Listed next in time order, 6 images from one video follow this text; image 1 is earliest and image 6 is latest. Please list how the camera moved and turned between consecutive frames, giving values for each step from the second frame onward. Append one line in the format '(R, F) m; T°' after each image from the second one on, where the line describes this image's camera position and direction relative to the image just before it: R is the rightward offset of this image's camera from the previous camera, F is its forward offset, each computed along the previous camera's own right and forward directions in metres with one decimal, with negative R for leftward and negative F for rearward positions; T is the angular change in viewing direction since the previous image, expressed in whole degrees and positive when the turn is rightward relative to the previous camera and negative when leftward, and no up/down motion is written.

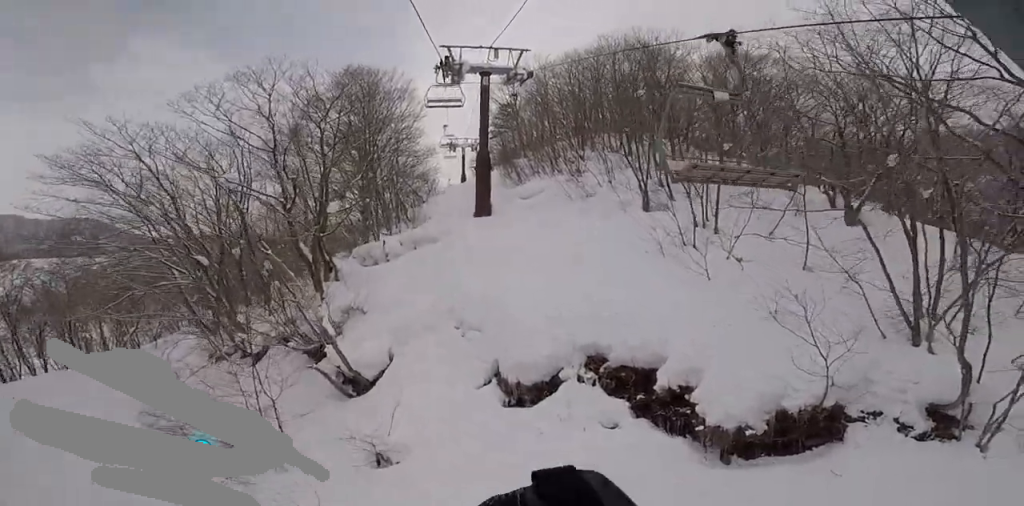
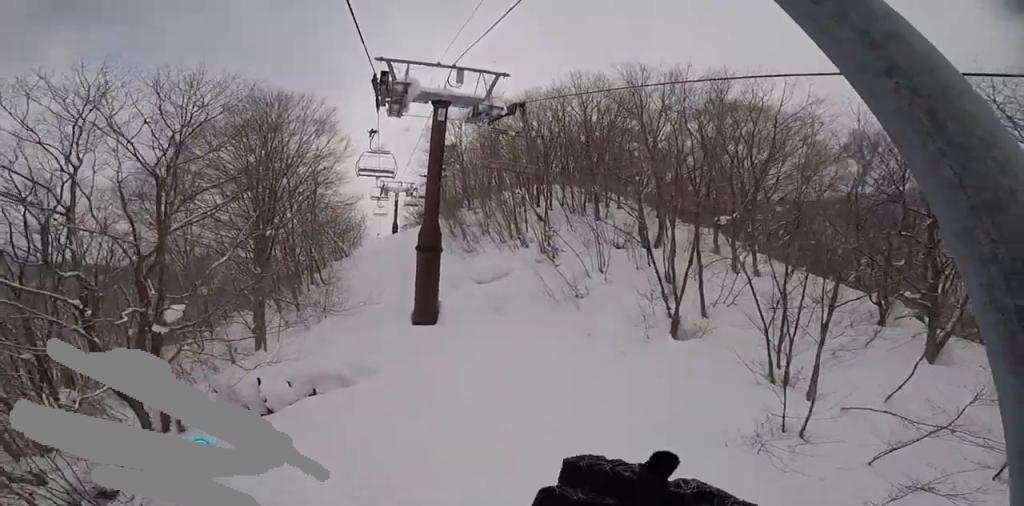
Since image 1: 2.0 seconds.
(+2.7, +5.7) m; +25°
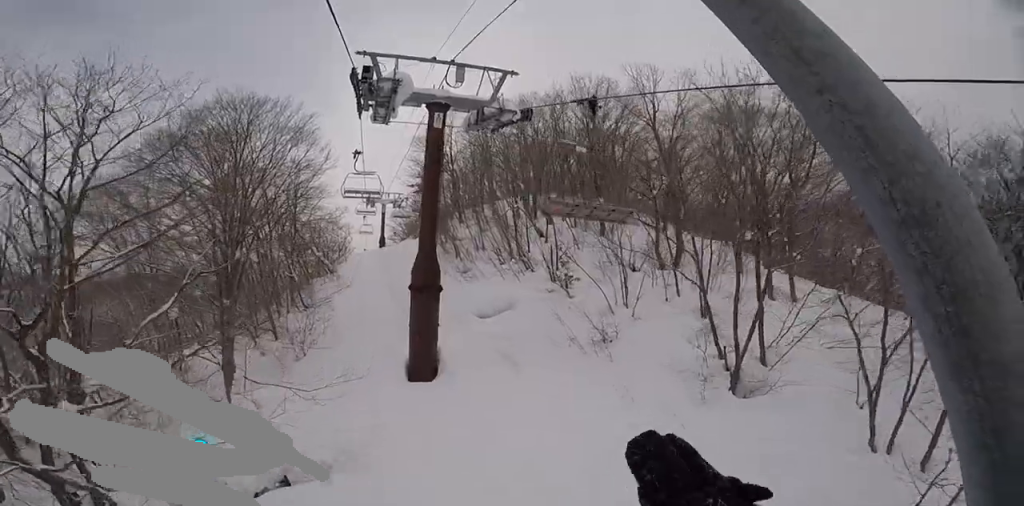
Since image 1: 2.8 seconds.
(-1.0, +2.6) m; -19°
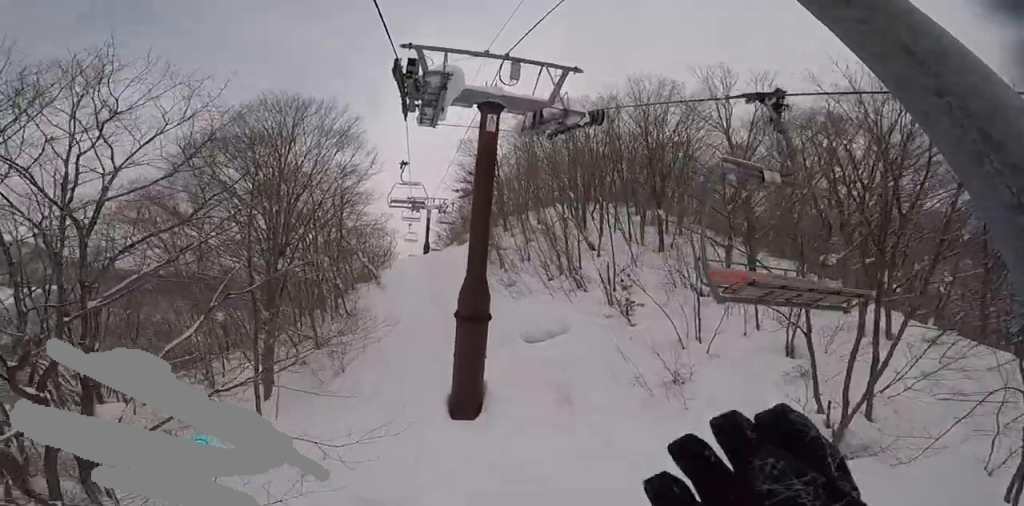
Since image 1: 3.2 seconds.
(-0.2, +1.6) m; -6°
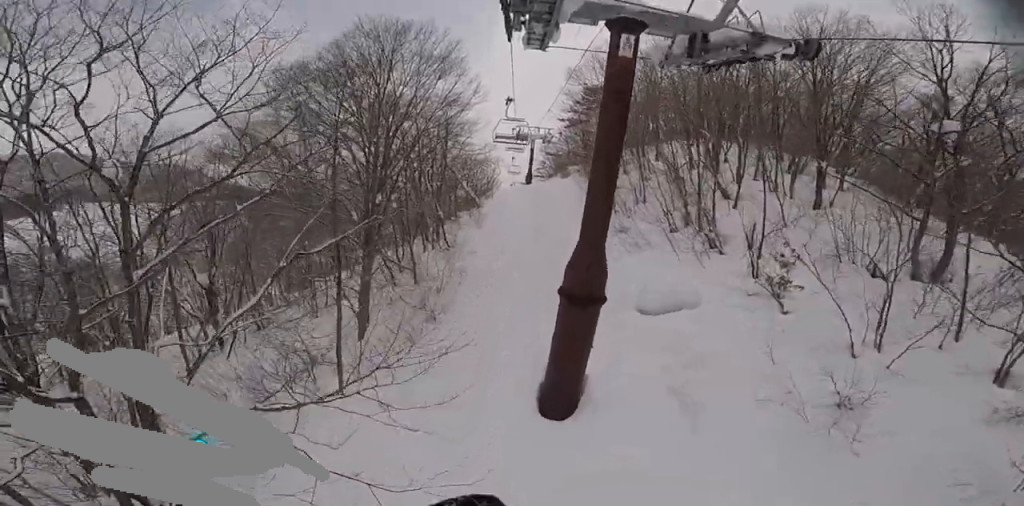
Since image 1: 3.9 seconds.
(-0.1, +2.5) m; +3°
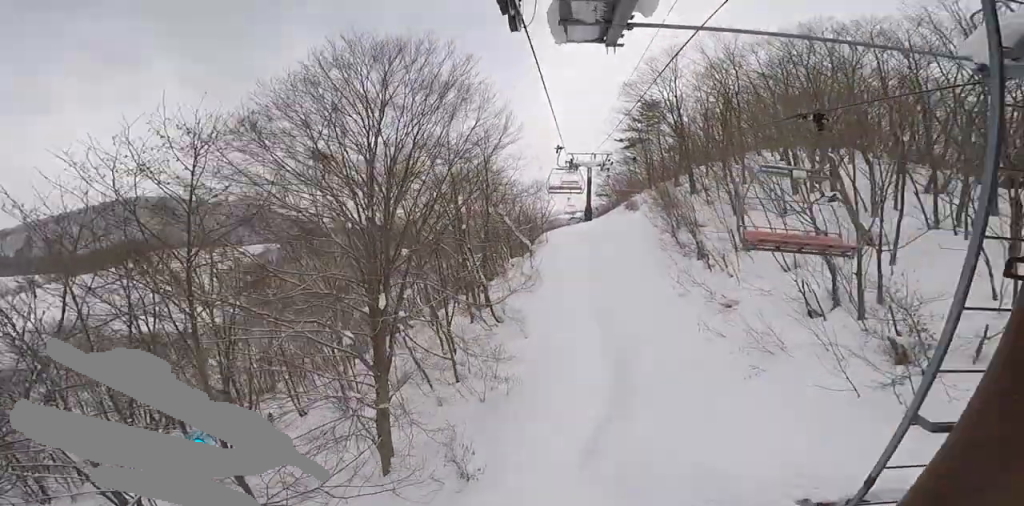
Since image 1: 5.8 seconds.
(+1.8, +7.1) m; +14°
